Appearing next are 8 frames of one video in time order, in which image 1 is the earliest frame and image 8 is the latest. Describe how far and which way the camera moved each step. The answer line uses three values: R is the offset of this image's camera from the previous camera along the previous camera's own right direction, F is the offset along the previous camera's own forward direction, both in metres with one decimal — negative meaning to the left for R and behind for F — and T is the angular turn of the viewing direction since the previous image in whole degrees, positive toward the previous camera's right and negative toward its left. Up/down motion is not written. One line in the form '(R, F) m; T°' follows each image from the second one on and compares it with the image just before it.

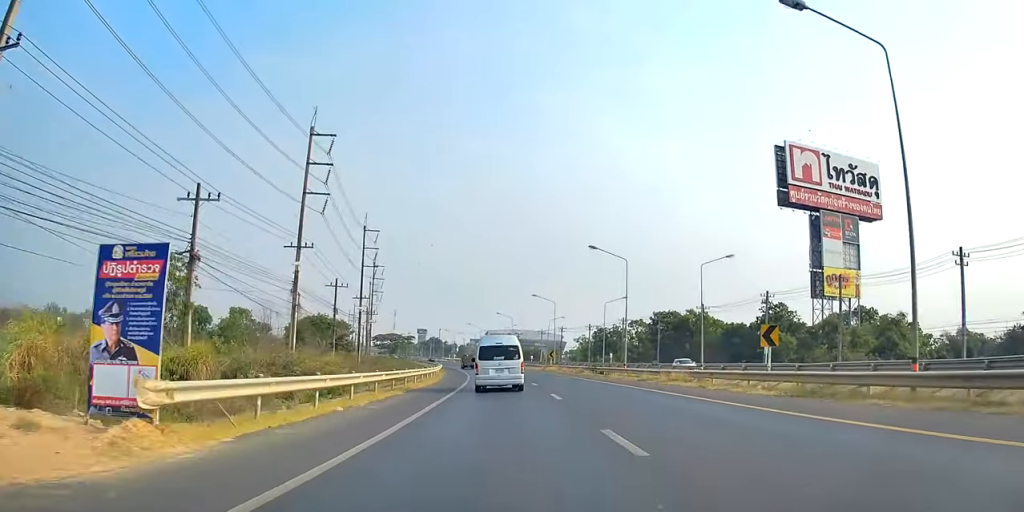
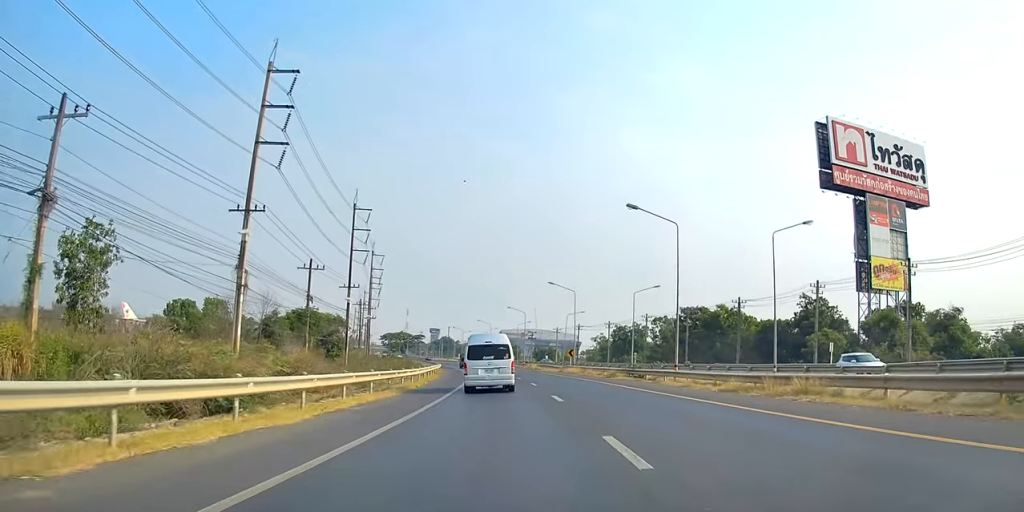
(0.0, +13.4) m; -2°
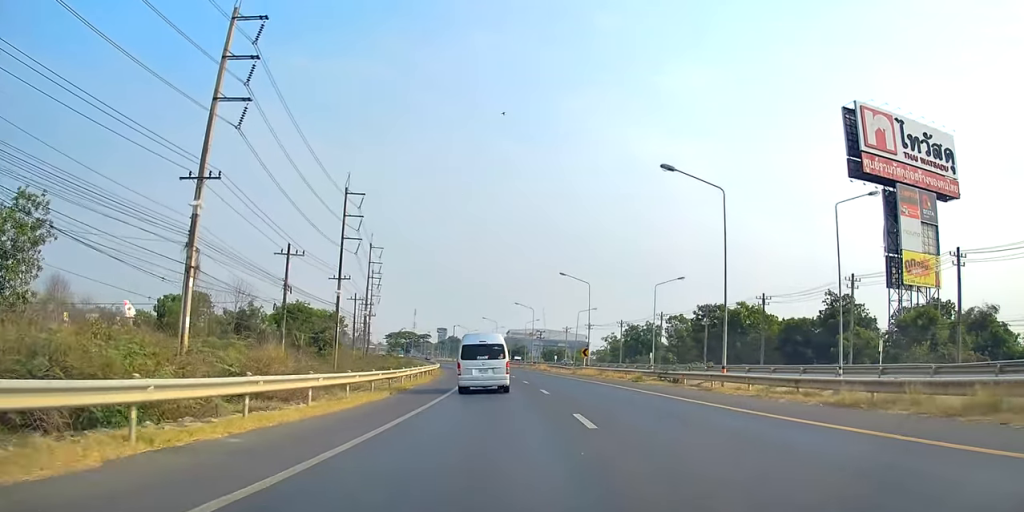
(-0.2, +7.6) m; 0°
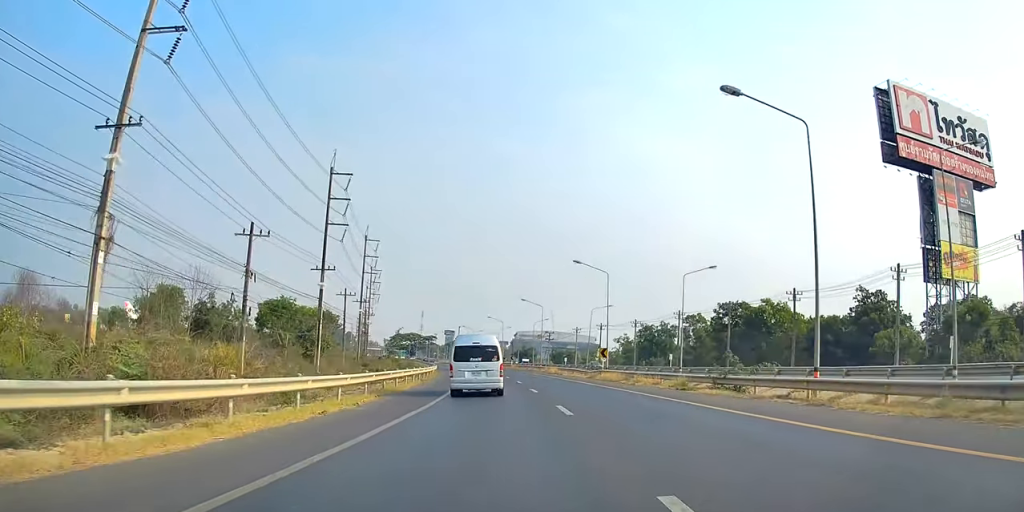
(-0.4, +8.7) m; 0°
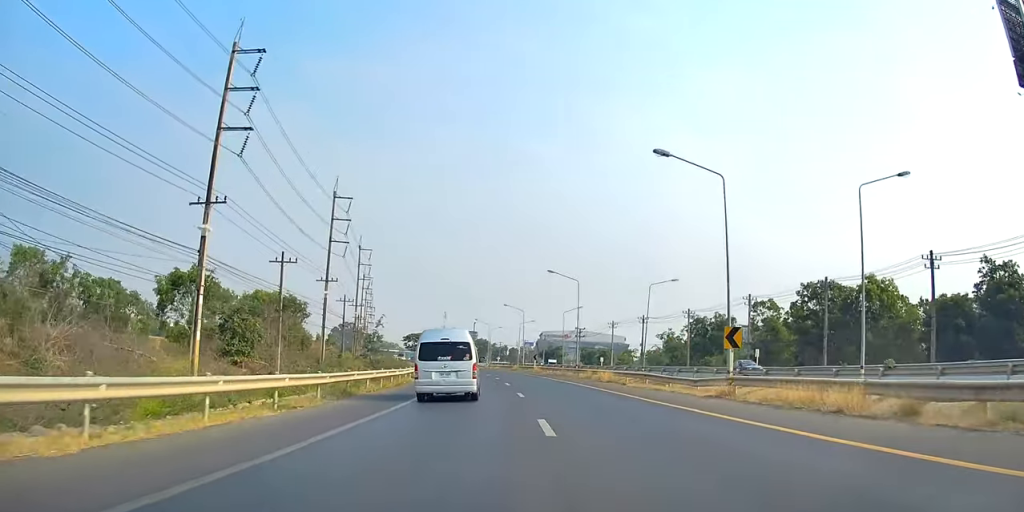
(+0.2, +27.6) m; -2°
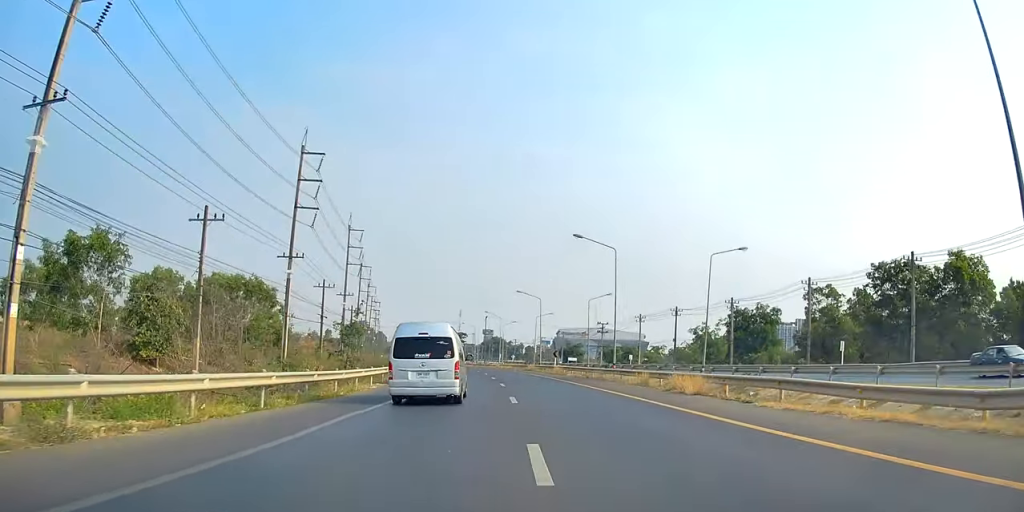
(-0.4, +15.3) m; -2°
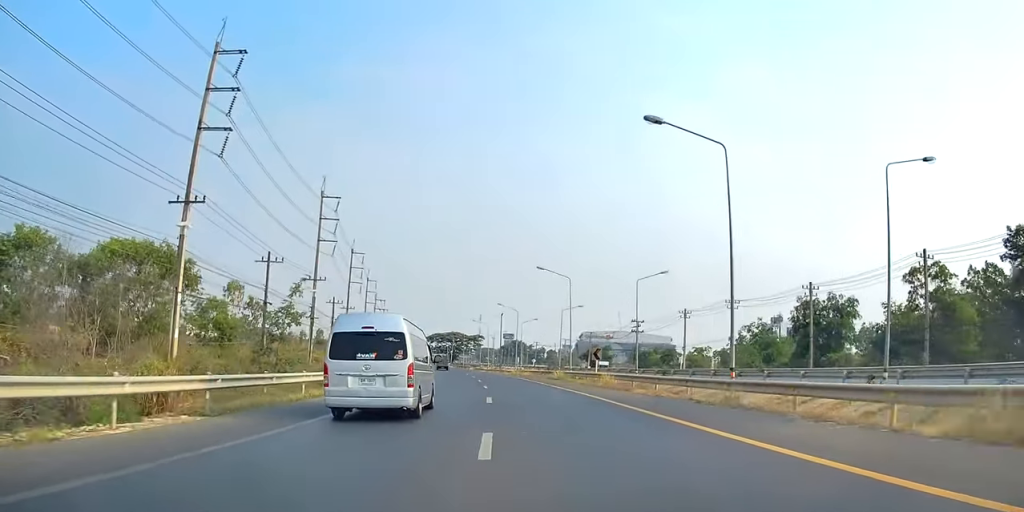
(0.0, +22.0) m; 0°
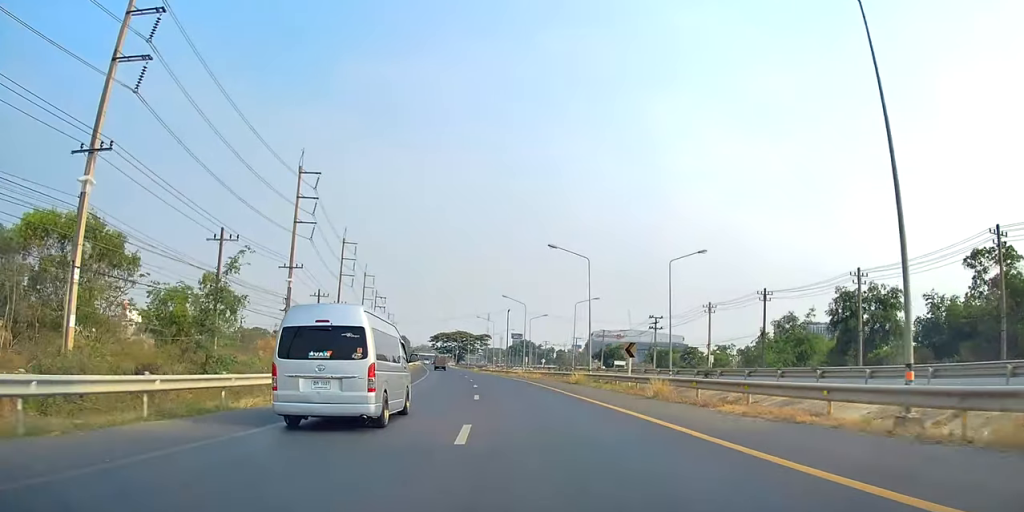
(0.0, +10.1) m; -1°
